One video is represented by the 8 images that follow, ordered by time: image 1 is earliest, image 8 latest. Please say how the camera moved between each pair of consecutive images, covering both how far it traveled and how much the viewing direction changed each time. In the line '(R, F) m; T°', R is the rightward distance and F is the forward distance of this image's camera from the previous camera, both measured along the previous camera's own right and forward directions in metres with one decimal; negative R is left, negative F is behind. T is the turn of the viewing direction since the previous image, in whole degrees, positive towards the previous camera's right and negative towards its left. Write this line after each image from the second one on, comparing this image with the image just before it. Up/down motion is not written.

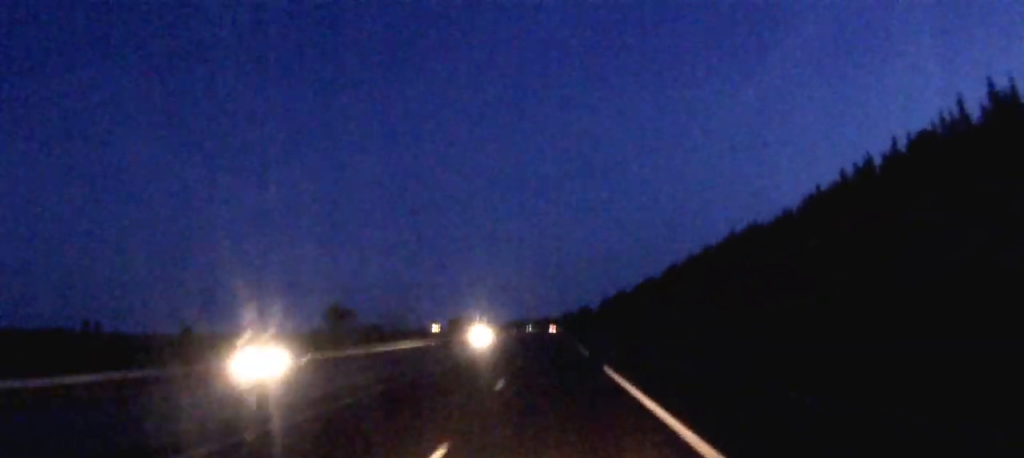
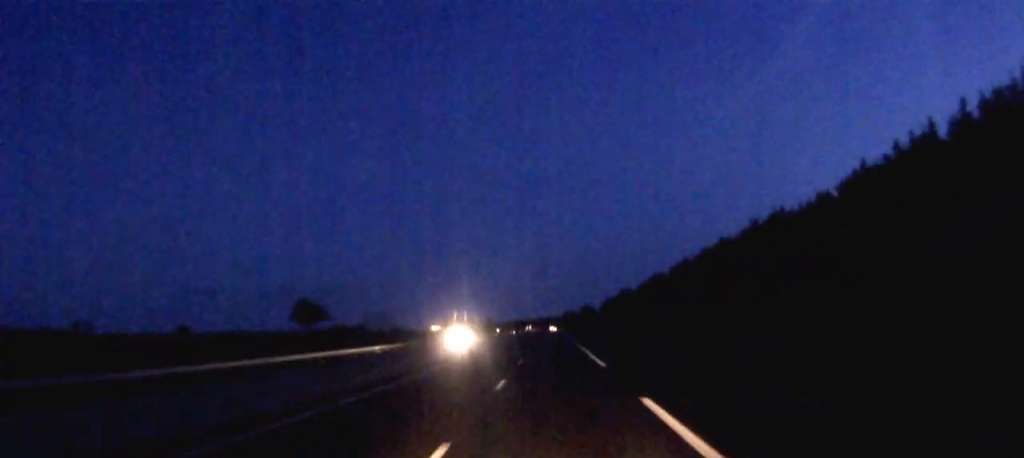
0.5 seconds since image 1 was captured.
(0.0, +13.1) m; 0°
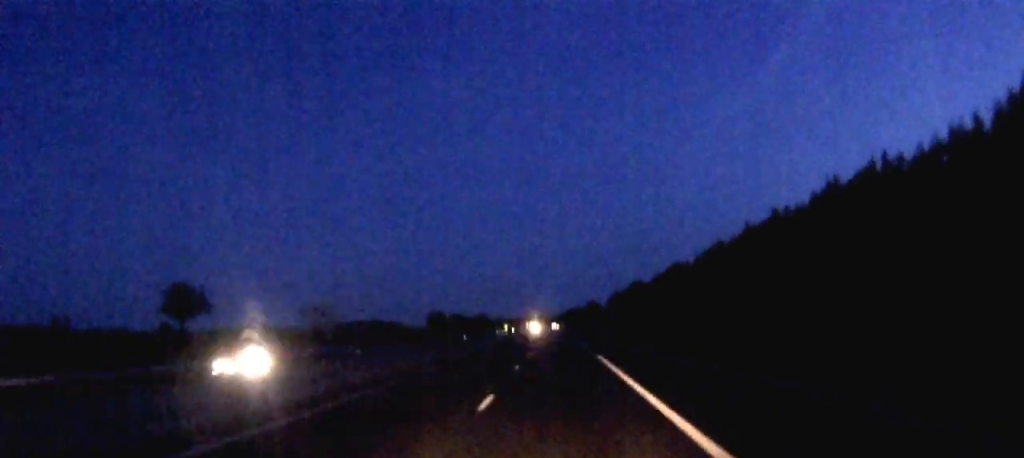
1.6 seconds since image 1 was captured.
(0.0, +31.8) m; 0°
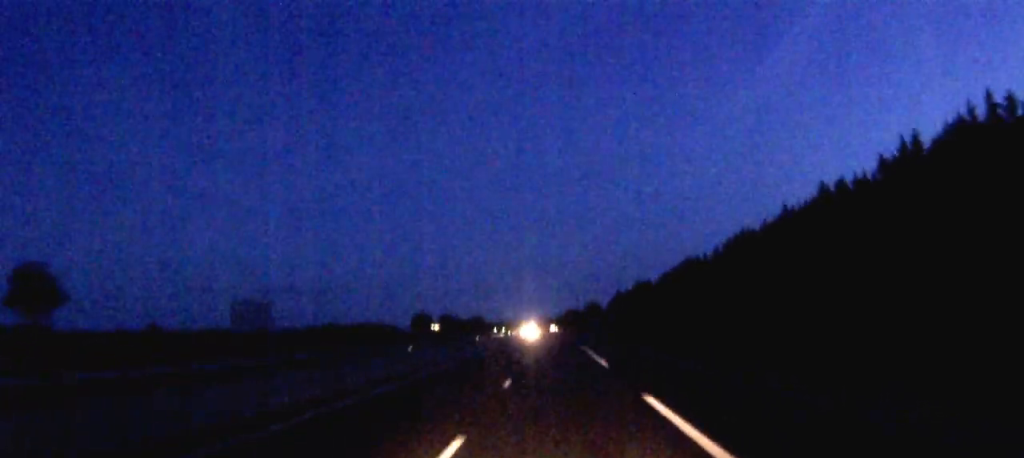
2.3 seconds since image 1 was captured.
(0.0, +19.6) m; 0°
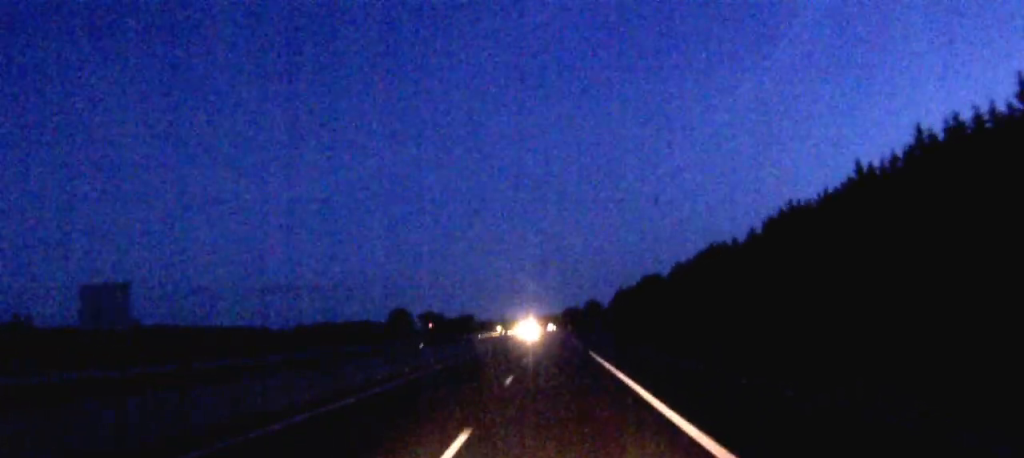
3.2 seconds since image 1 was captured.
(0.0, +25.1) m; 0°
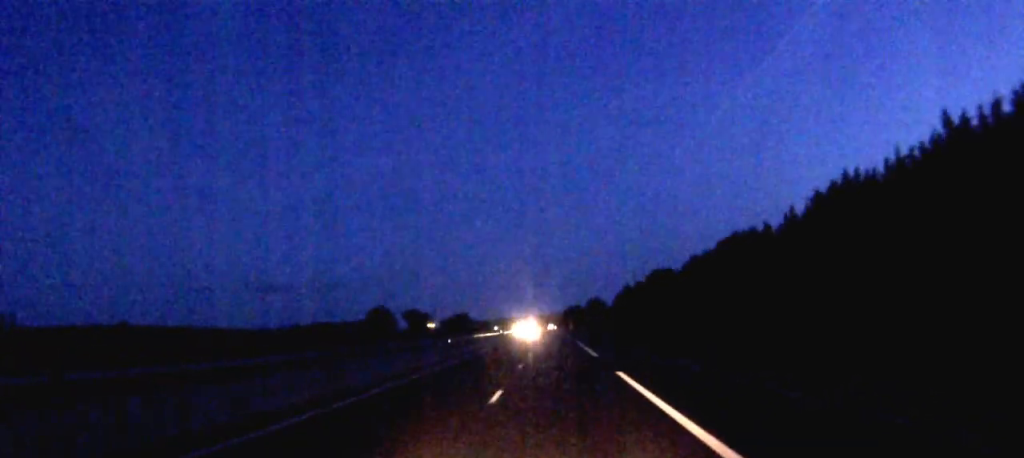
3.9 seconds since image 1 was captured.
(0.0, +18.6) m; 0°
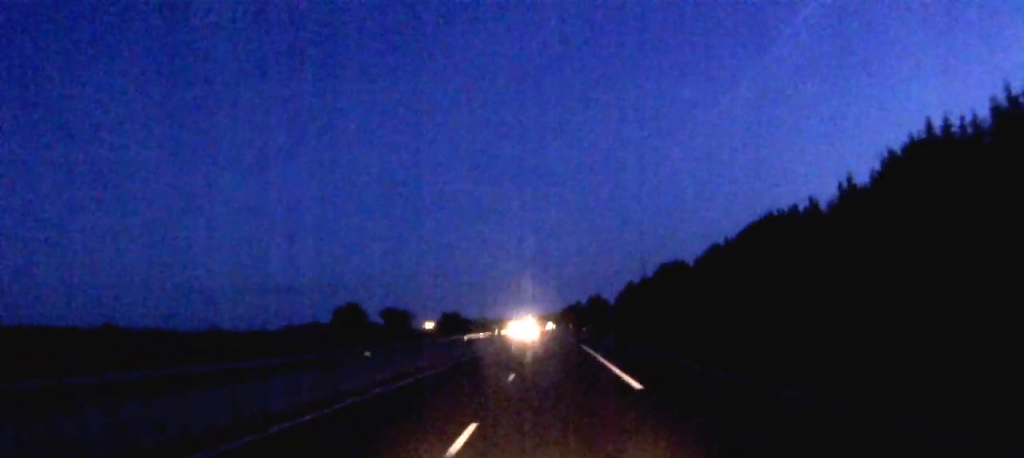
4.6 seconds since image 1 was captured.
(0.0, +19.6) m; 0°
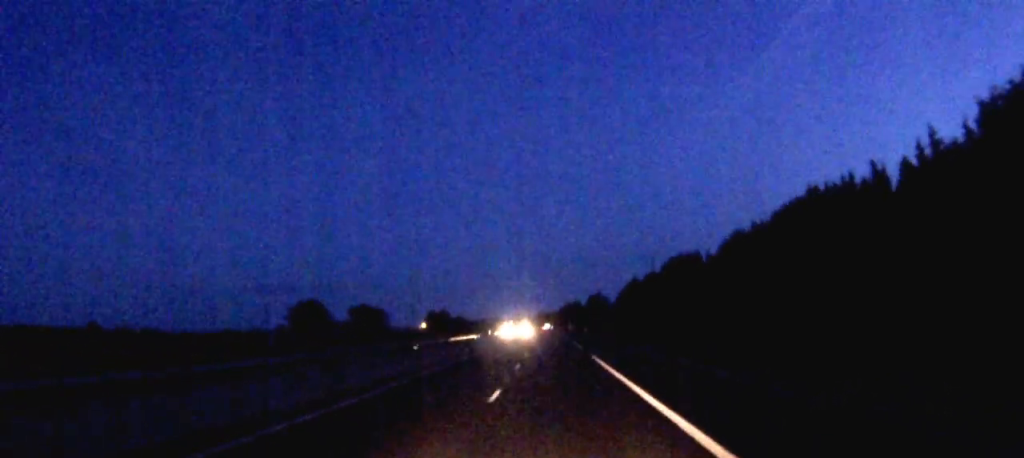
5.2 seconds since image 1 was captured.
(0.0, +18.8) m; 0°
